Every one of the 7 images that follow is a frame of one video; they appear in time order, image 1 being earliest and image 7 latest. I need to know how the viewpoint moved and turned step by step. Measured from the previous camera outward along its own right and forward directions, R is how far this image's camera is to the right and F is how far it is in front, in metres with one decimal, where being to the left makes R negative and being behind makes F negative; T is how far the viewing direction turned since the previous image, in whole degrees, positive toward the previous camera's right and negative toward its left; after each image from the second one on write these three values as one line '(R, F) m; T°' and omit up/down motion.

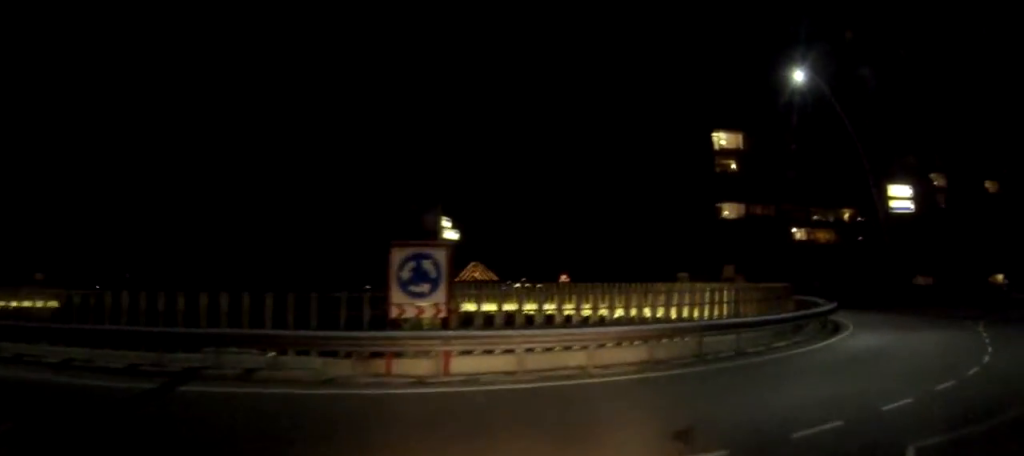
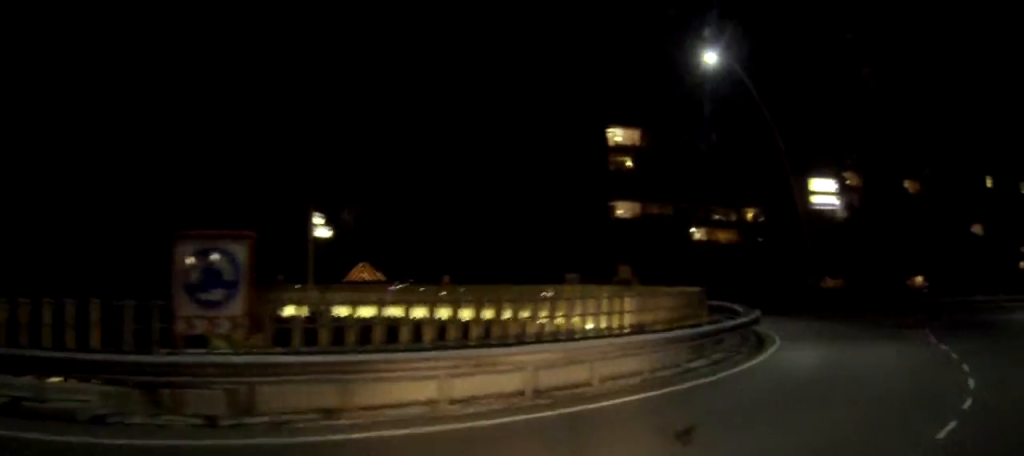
(+0.2, +3.4) m; +8°
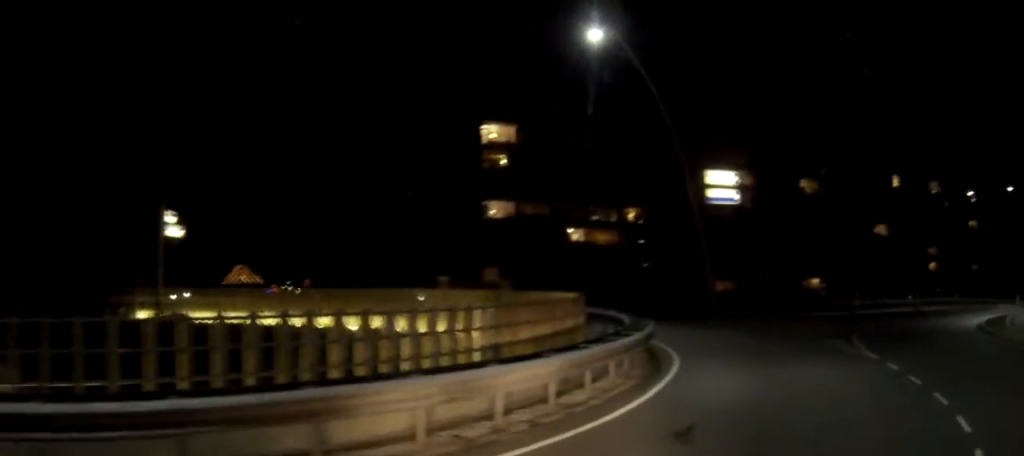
(+0.2, +3.5) m; +9°
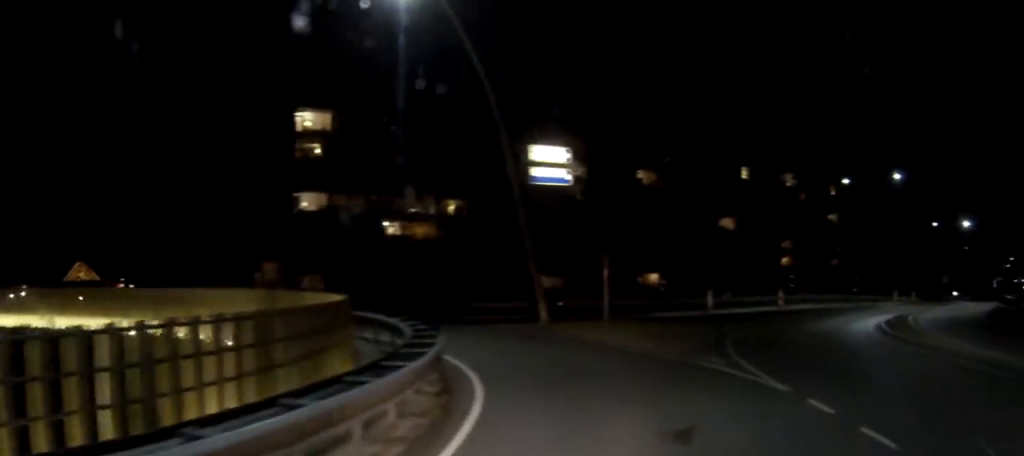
(+0.6, +4.9) m; +11°
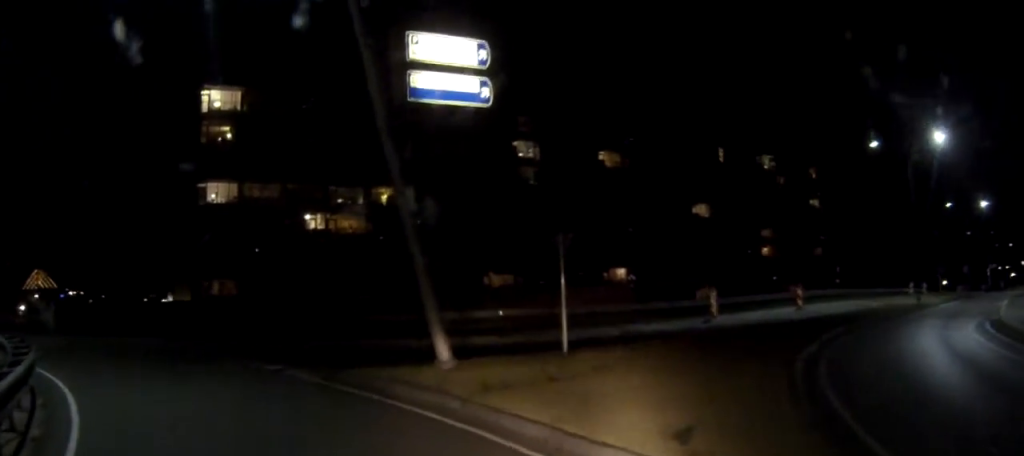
(+0.3, +12.0) m; -7°
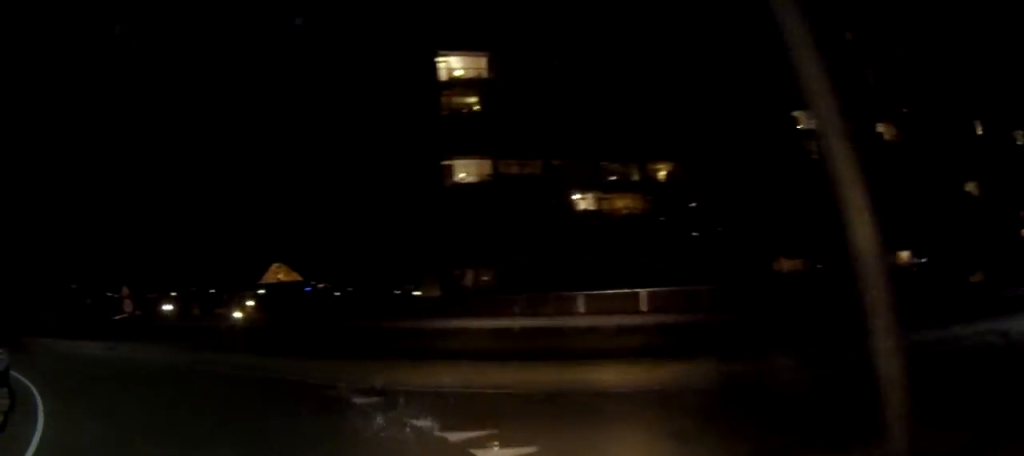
(-1.4, +7.6) m; -22°
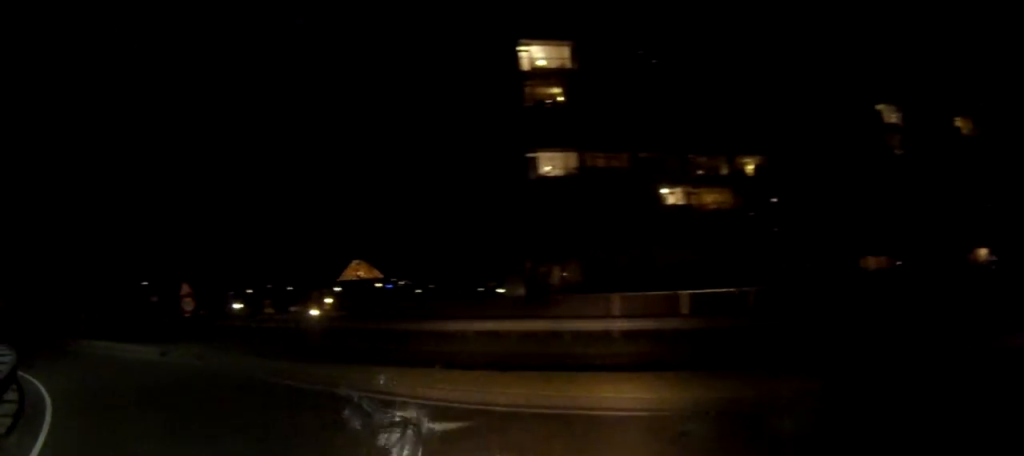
(-0.1, +2.0) m; -6°
